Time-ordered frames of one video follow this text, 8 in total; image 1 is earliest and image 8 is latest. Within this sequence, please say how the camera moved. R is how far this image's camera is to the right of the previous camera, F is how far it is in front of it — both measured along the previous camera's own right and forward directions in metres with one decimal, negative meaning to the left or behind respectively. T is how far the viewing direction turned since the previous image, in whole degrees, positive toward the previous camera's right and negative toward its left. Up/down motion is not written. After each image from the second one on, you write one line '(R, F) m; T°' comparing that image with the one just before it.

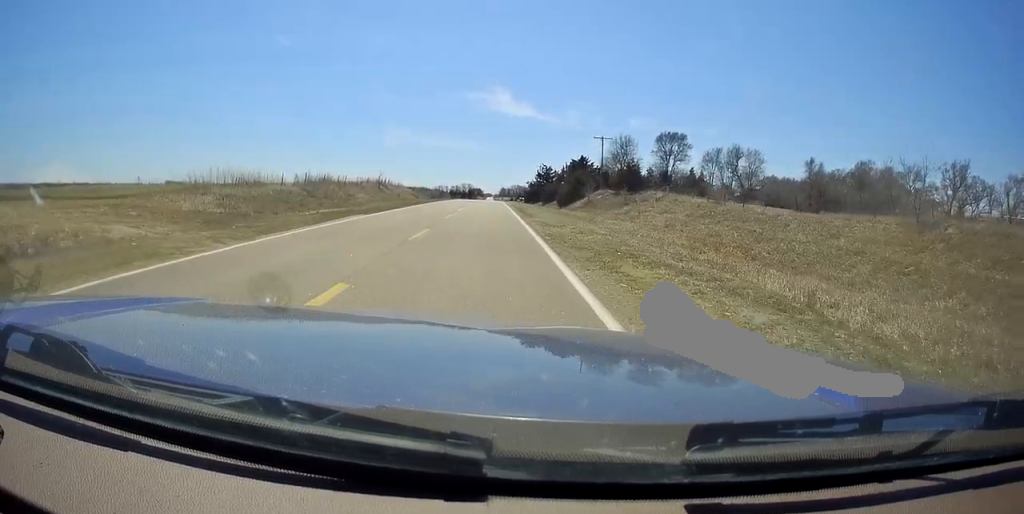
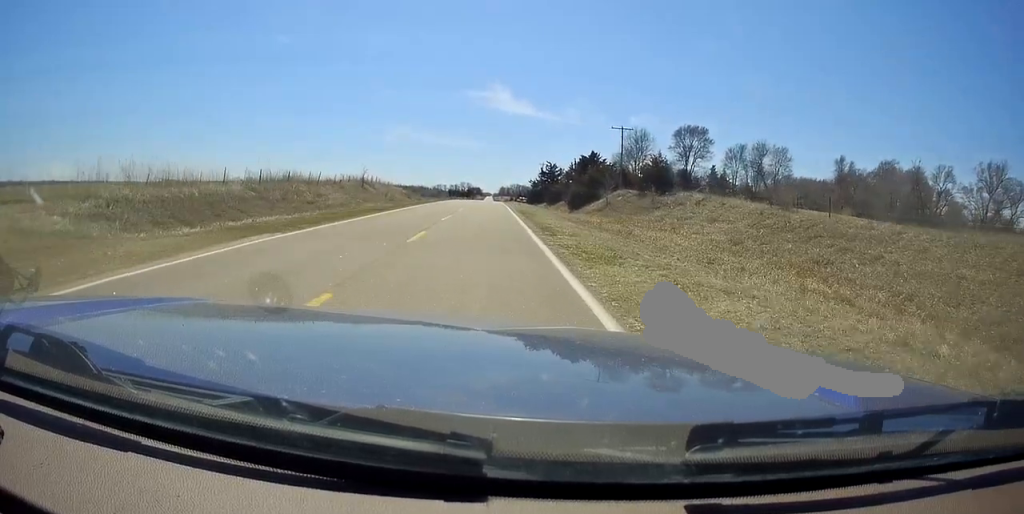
(+0.2, +11.9) m; +1°
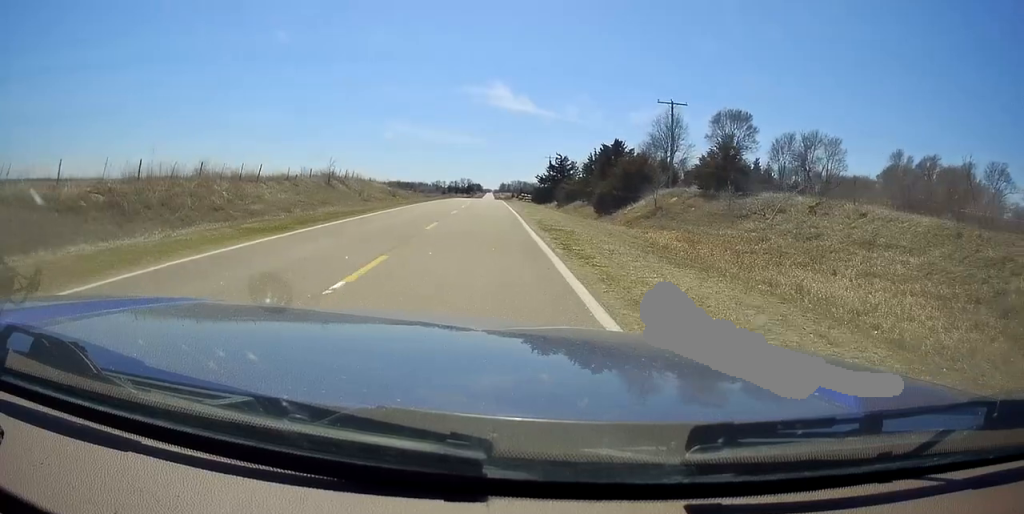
(0.0, +17.8) m; 0°
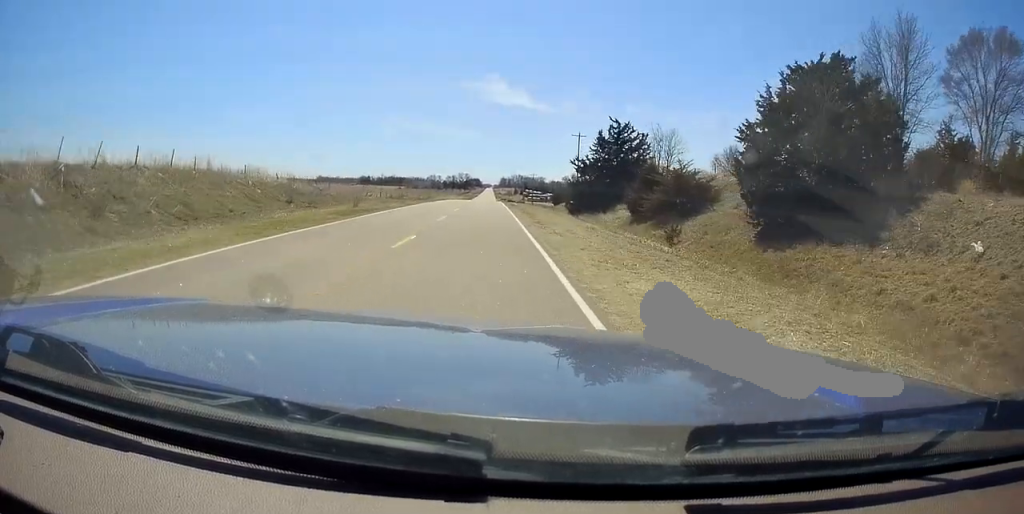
(0.0, +50.7) m; -1°
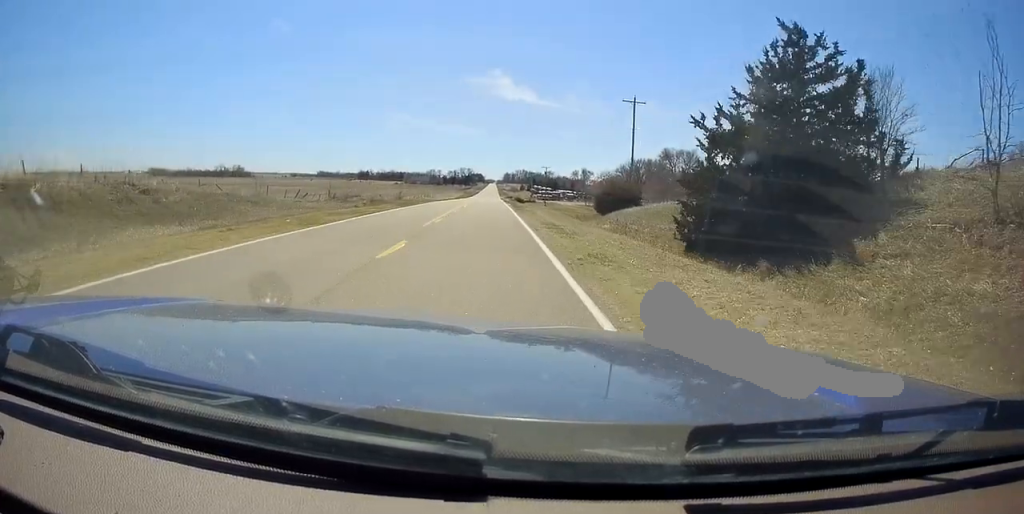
(-0.5, +35.3) m; 0°
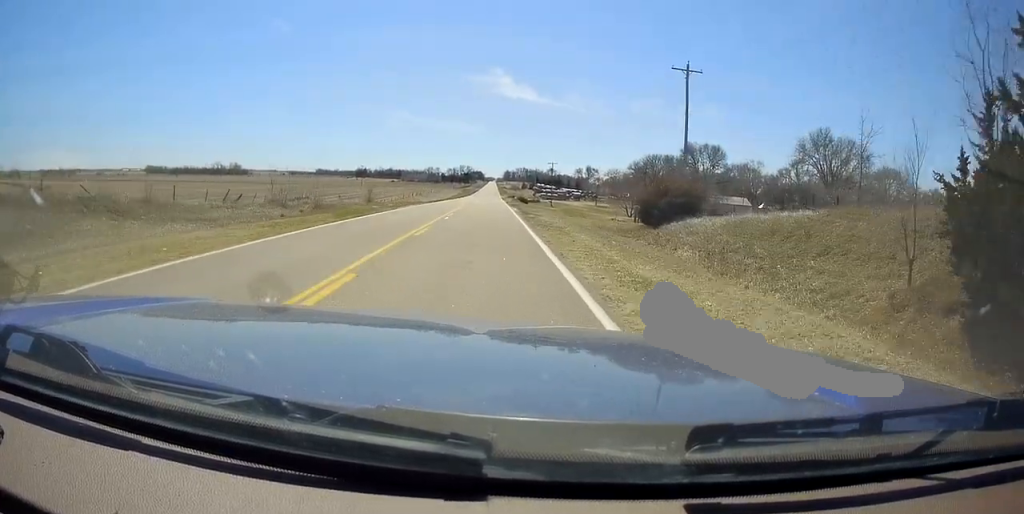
(+0.2, +16.8) m; -1°
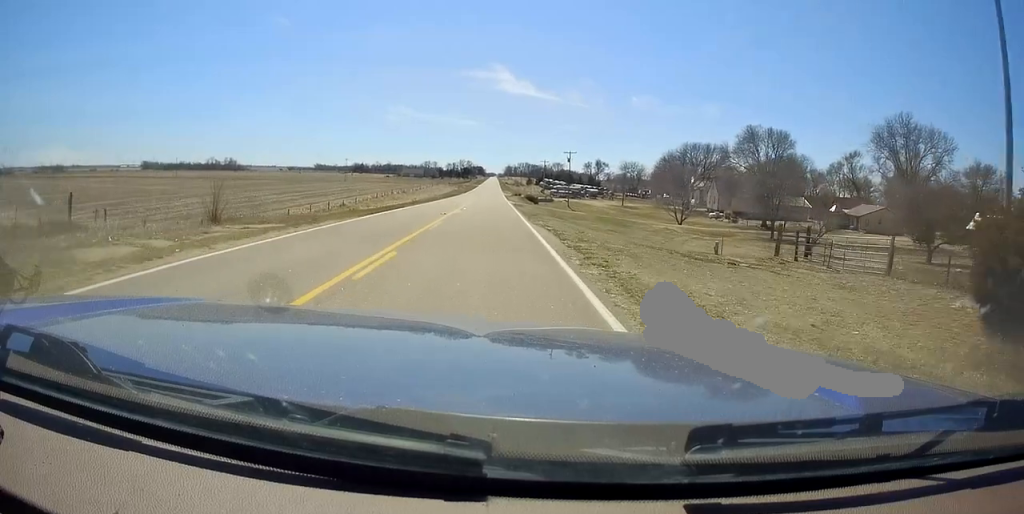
(-0.5, +30.3) m; 0°
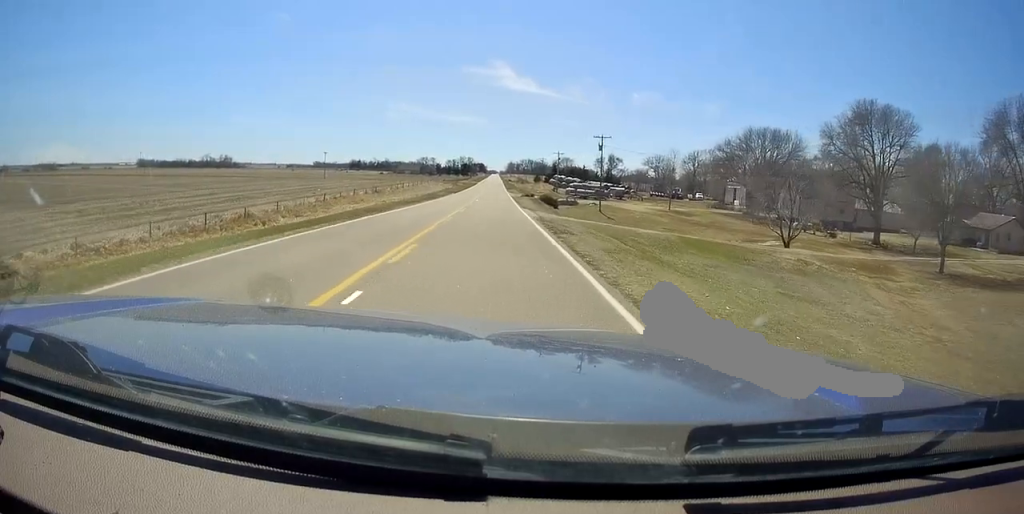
(+0.7, +31.7) m; +2°
